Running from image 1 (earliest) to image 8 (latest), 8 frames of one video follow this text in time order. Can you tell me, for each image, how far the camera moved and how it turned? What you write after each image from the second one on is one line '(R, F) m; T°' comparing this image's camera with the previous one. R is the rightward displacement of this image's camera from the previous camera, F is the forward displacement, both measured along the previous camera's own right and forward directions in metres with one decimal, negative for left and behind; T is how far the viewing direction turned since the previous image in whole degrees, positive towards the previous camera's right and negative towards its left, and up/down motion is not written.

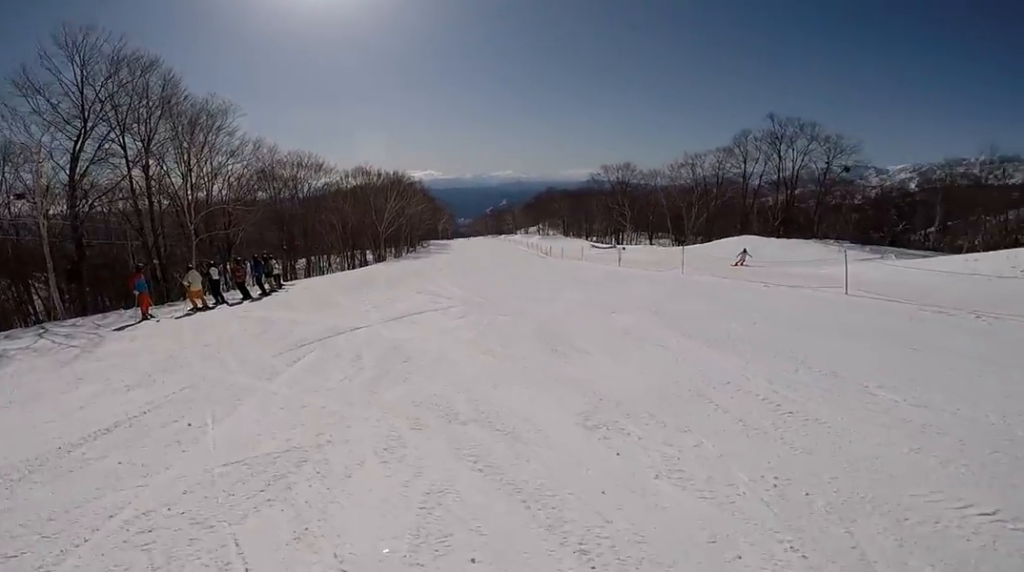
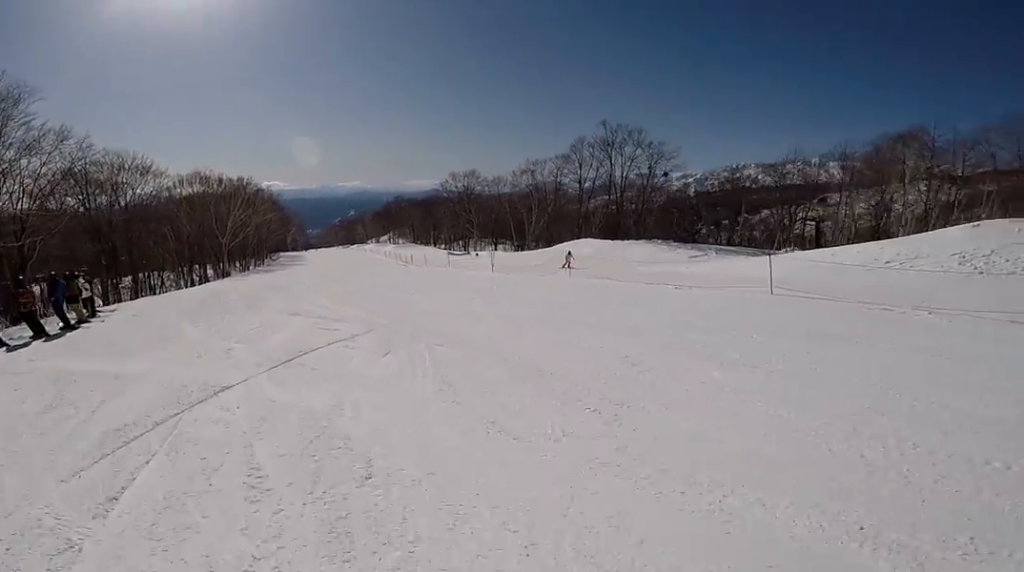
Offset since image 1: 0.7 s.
(+0.3, +3.5) m; +17°
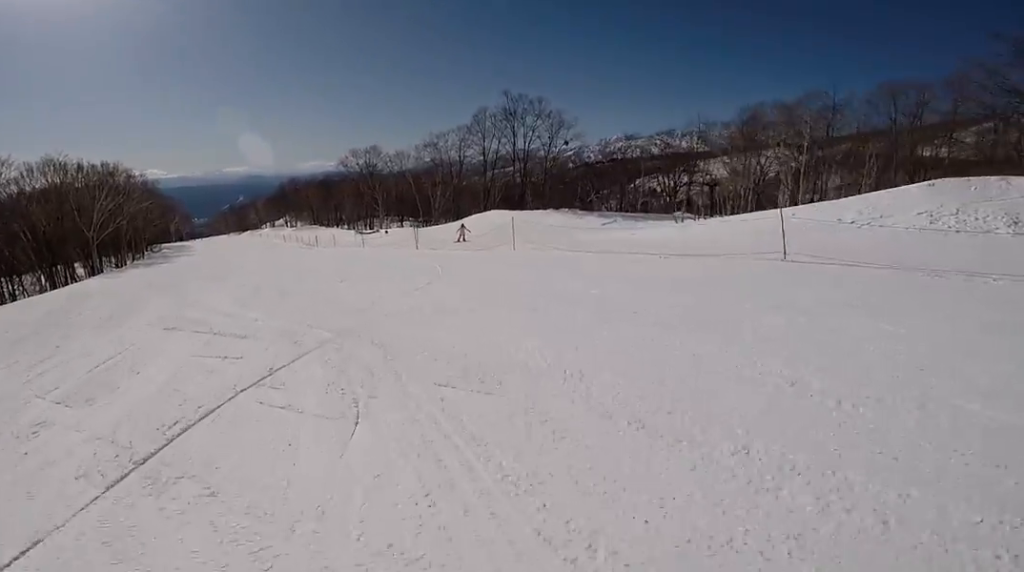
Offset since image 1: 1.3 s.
(+1.3, +3.7) m; +19°
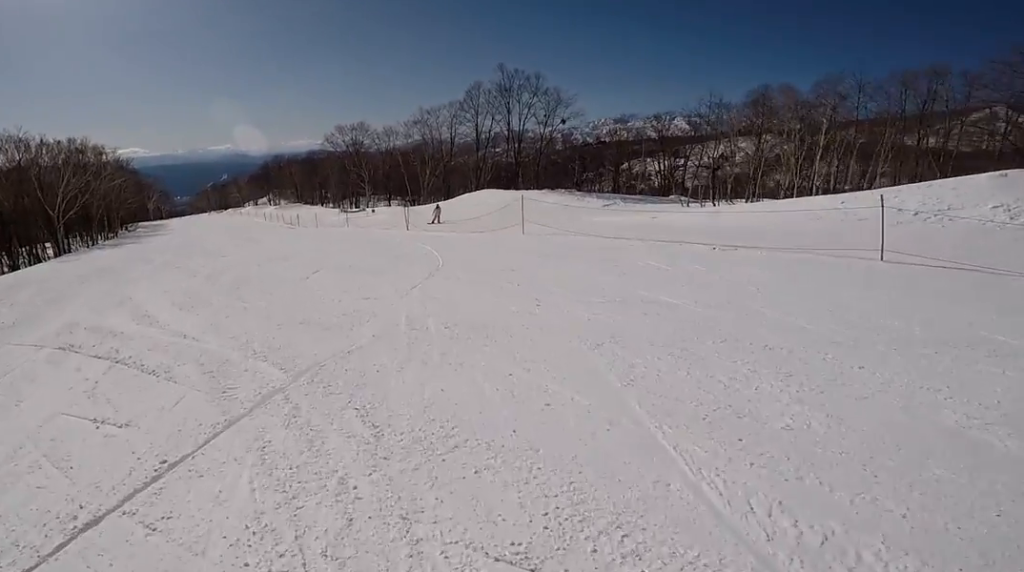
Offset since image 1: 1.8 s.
(+0.1, +2.7) m; -3°
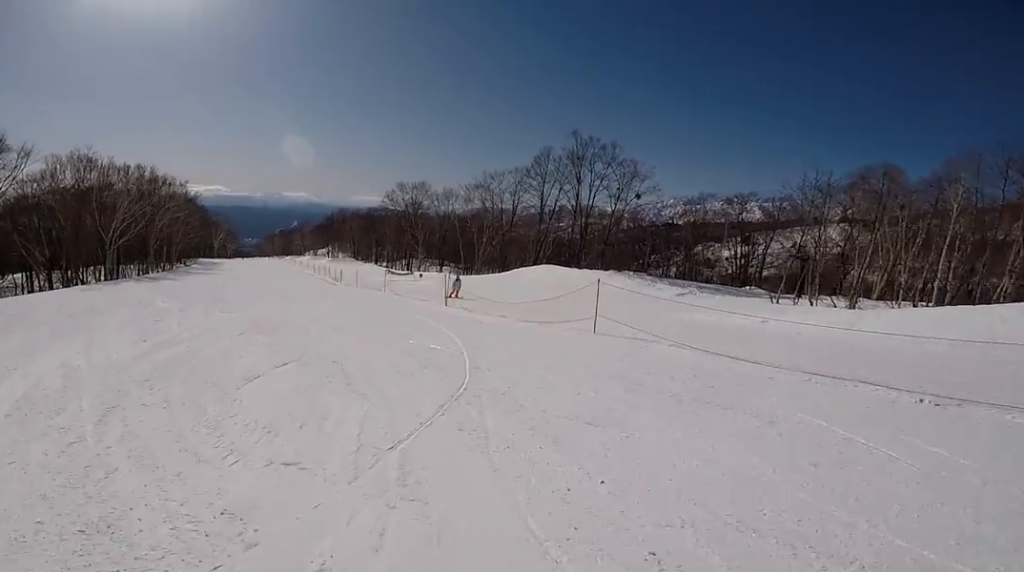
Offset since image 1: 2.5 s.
(+0.1, +4.0) m; -7°
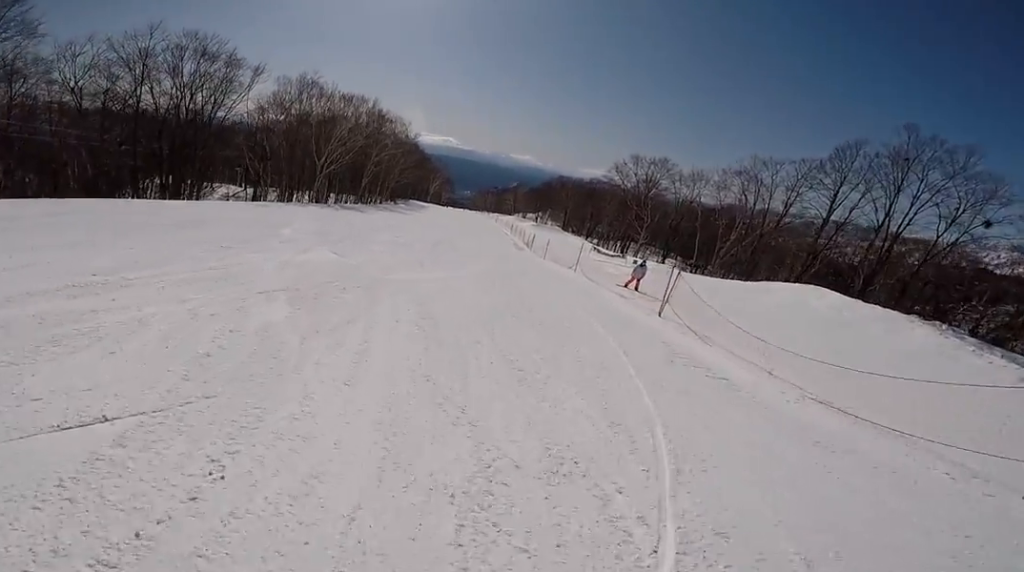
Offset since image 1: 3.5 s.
(-1.0, +5.7) m; -18°
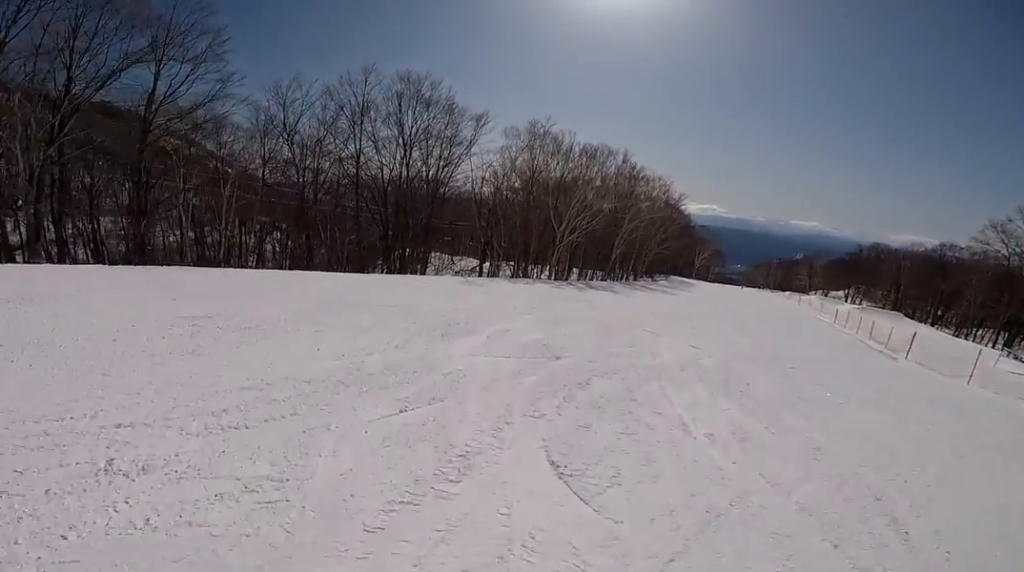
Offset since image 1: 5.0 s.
(-2.2, +8.0) m; -25°
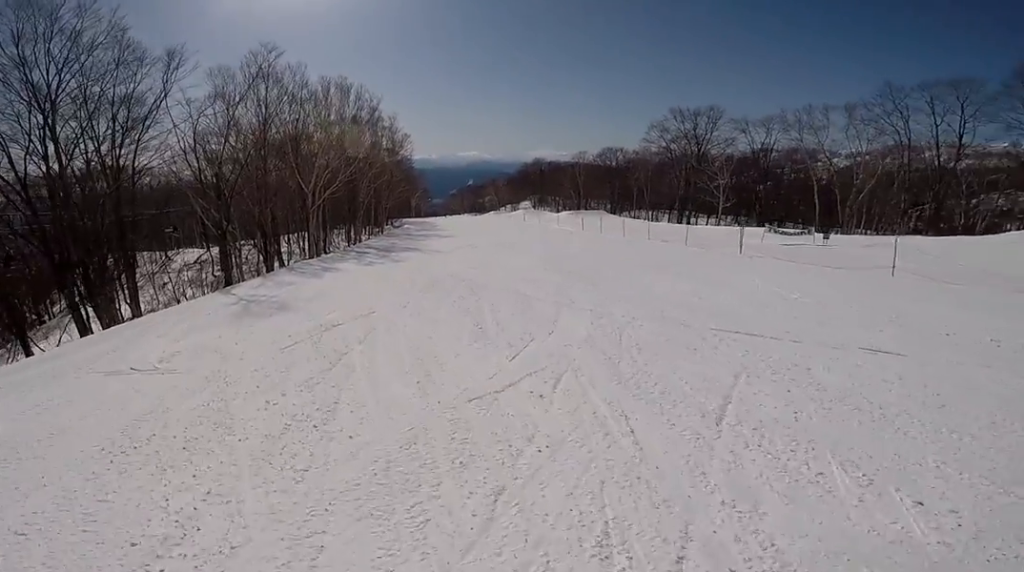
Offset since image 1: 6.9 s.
(+0.3, +9.9) m; +22°
